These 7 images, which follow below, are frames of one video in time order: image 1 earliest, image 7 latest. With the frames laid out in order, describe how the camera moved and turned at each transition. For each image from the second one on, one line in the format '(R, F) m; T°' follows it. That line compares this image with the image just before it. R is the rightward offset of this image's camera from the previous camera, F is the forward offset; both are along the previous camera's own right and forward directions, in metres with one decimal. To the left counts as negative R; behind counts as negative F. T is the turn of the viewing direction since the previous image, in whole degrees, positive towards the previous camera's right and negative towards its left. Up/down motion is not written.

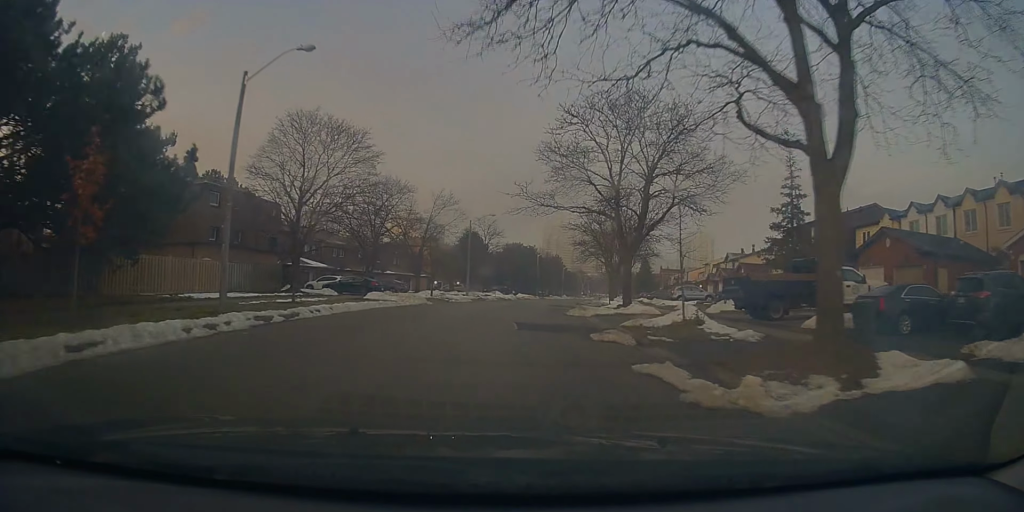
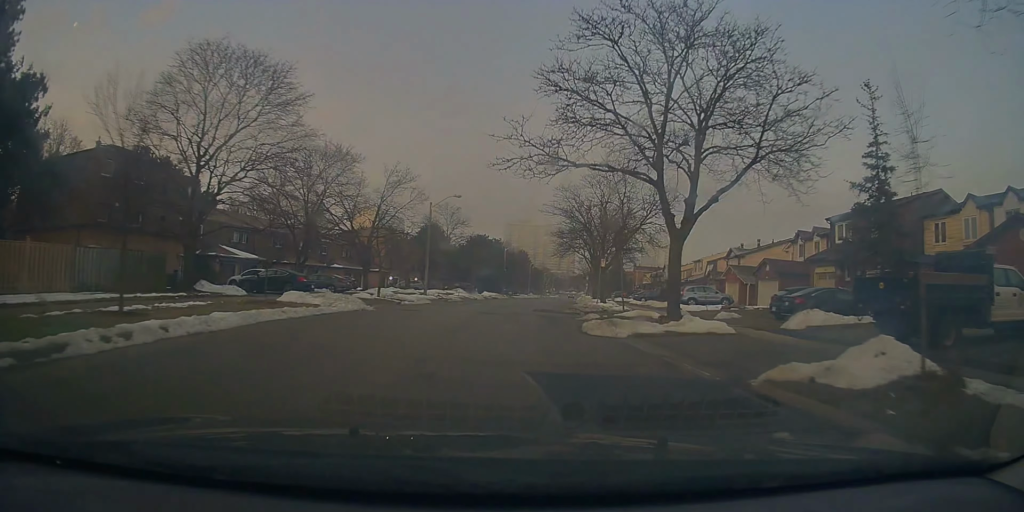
(+0.2, +10.6) m; +5°
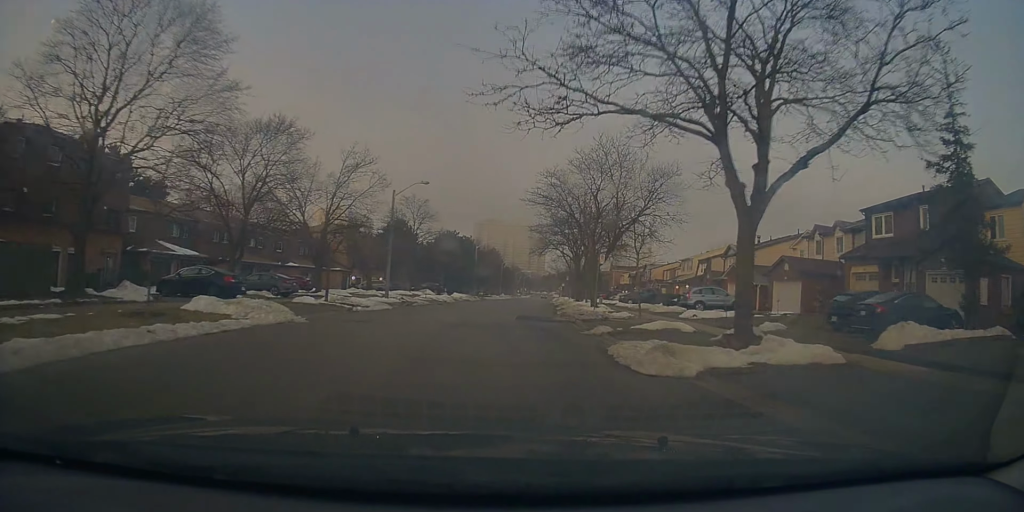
(+0.4, +6.4) m; +4°
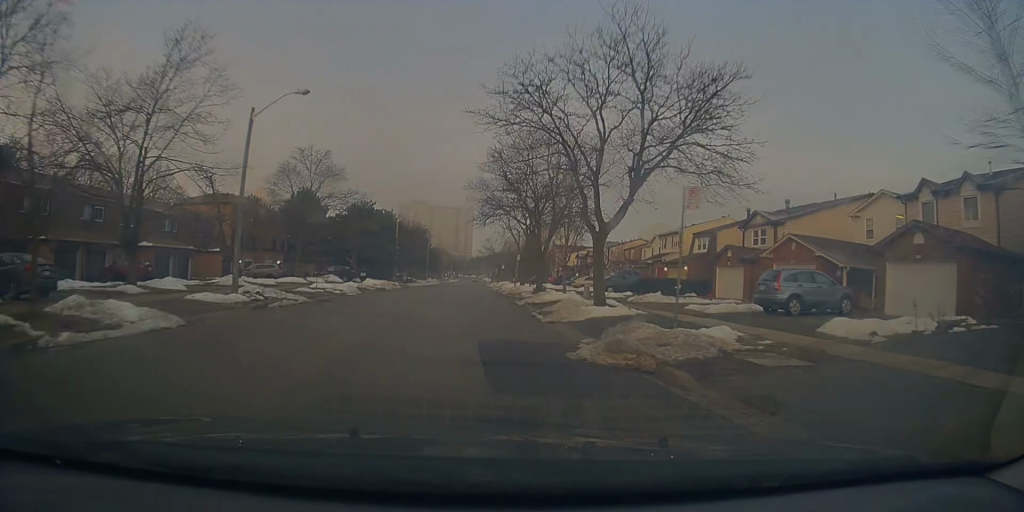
(+1.5, +16.7) m; +6°
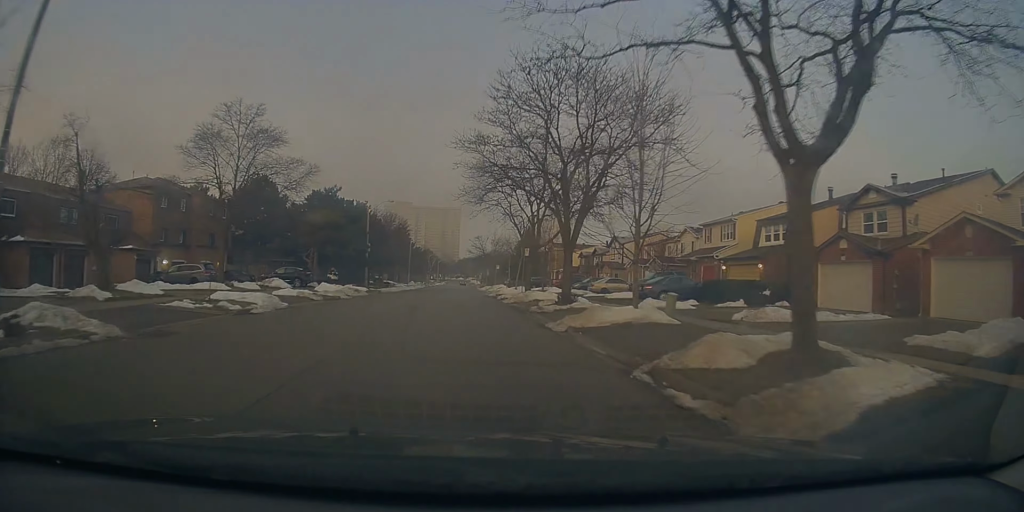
(-0.3, +13.3) m; +1°
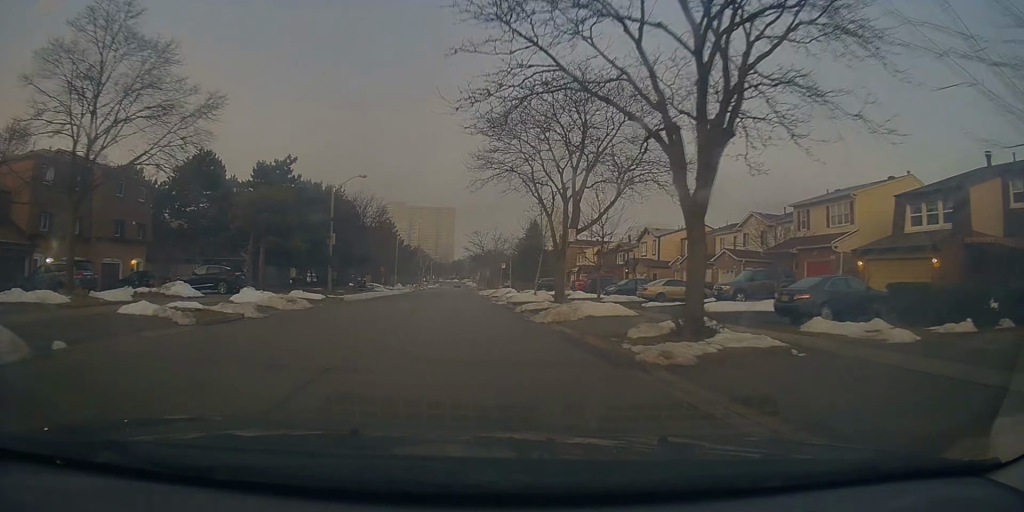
(+0.6, +14.4) m; +3°
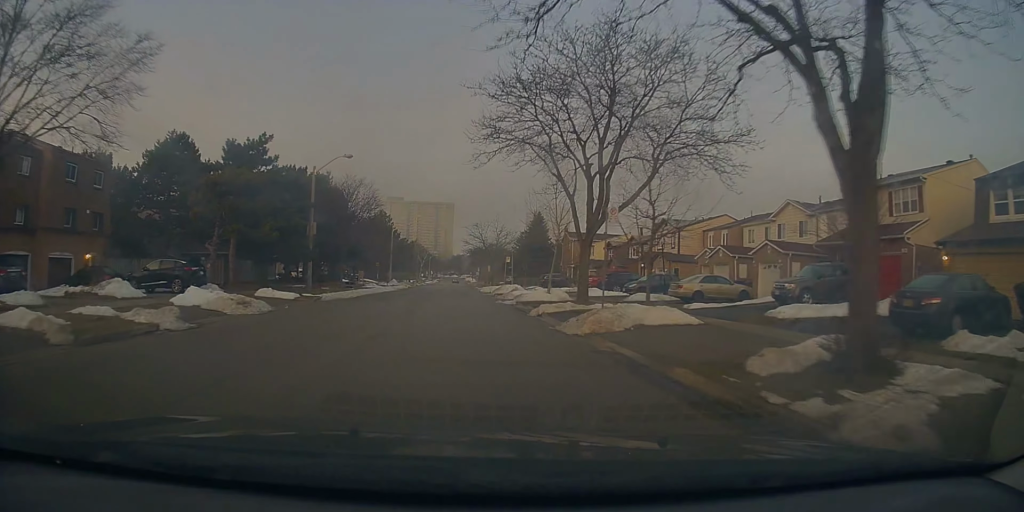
(+0.1, +5.5) m; 0°
